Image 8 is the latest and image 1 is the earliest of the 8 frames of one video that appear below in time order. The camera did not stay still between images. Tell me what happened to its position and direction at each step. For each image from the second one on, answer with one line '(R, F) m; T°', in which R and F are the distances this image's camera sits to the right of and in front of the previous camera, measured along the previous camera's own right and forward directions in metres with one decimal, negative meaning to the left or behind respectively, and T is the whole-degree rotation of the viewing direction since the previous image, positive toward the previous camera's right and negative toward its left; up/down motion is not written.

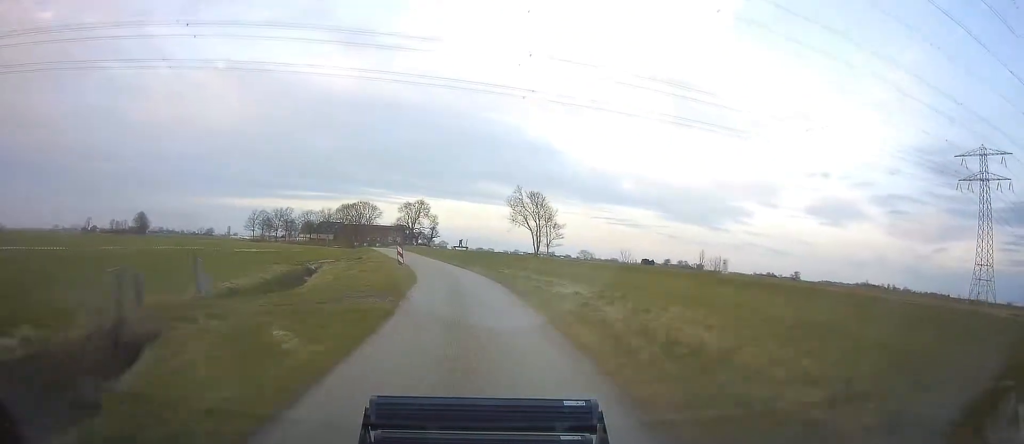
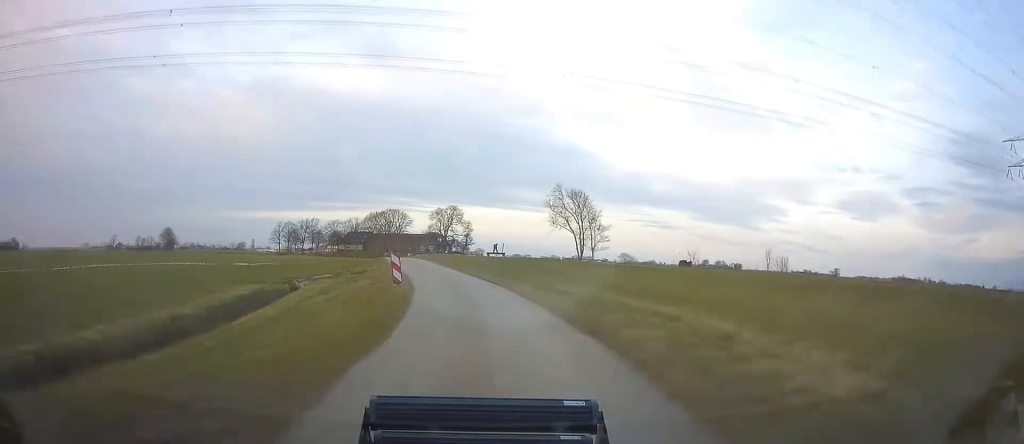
(+0.2, +12.2) m; -2°
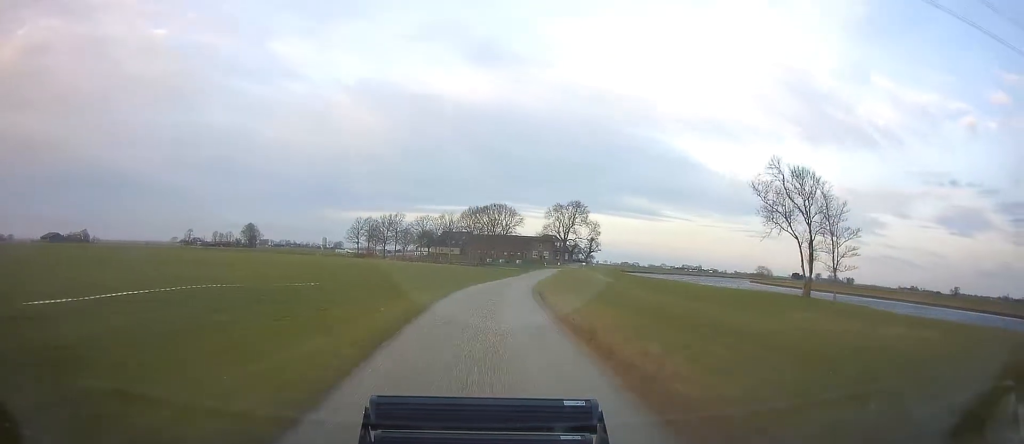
(-3.6, +48.4) m; -5°
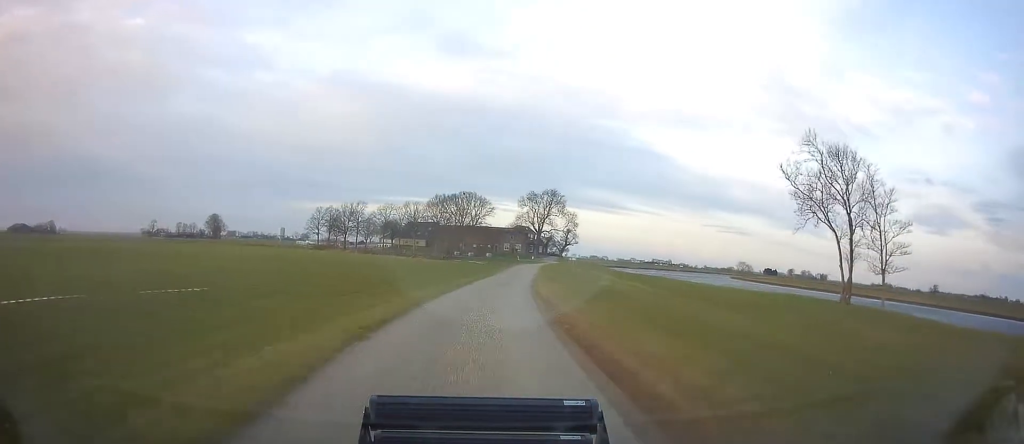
(+0.1, +13.6) m; +1°
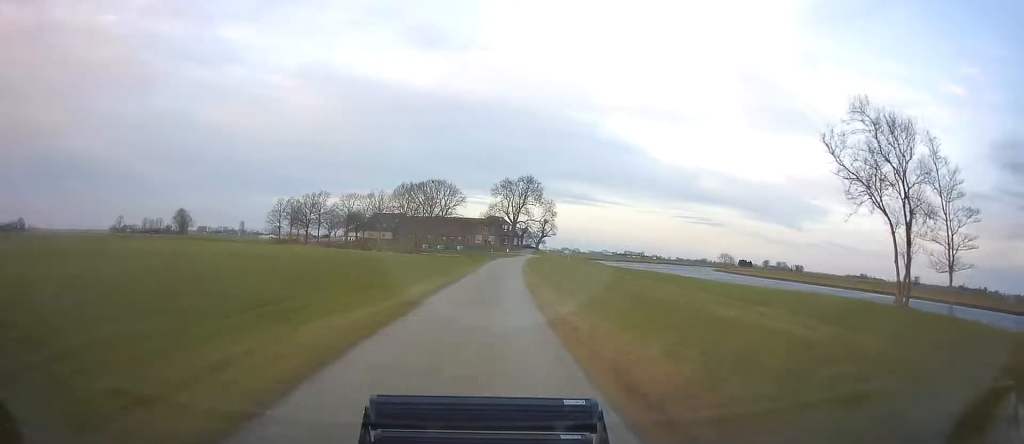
(+0.2, +12.9) m; +2°
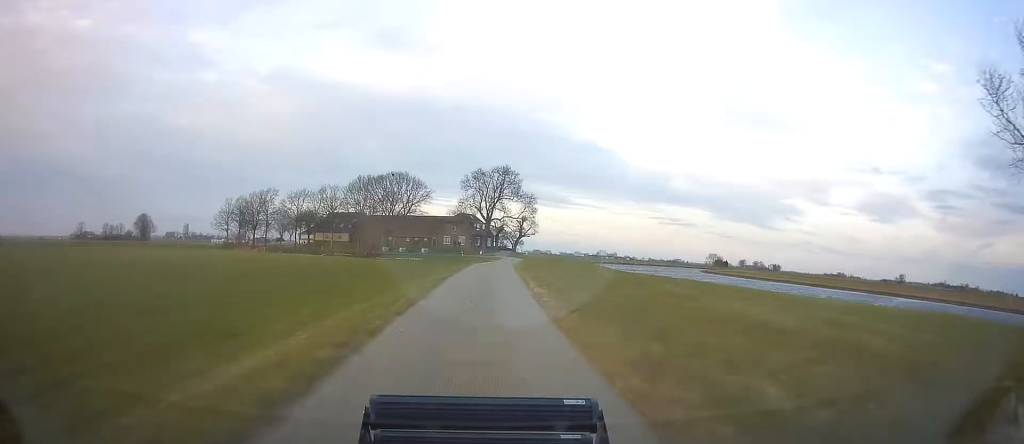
(+0.5, +21.6) m; +3°
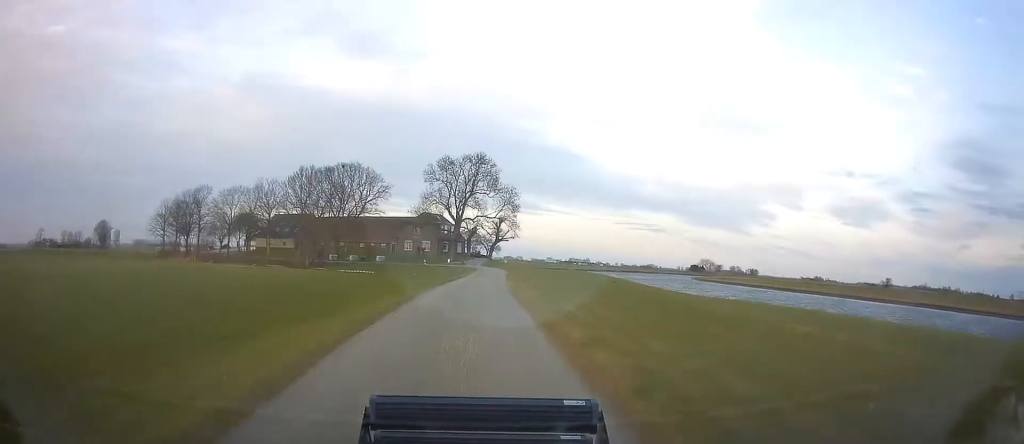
(+0.6, +23.3) m; +3°
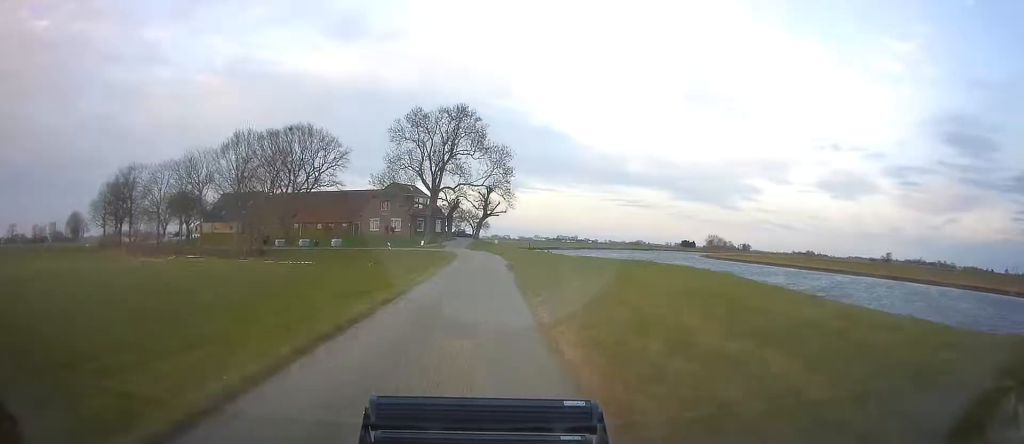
(+0.5, +22.6) m; +2°
